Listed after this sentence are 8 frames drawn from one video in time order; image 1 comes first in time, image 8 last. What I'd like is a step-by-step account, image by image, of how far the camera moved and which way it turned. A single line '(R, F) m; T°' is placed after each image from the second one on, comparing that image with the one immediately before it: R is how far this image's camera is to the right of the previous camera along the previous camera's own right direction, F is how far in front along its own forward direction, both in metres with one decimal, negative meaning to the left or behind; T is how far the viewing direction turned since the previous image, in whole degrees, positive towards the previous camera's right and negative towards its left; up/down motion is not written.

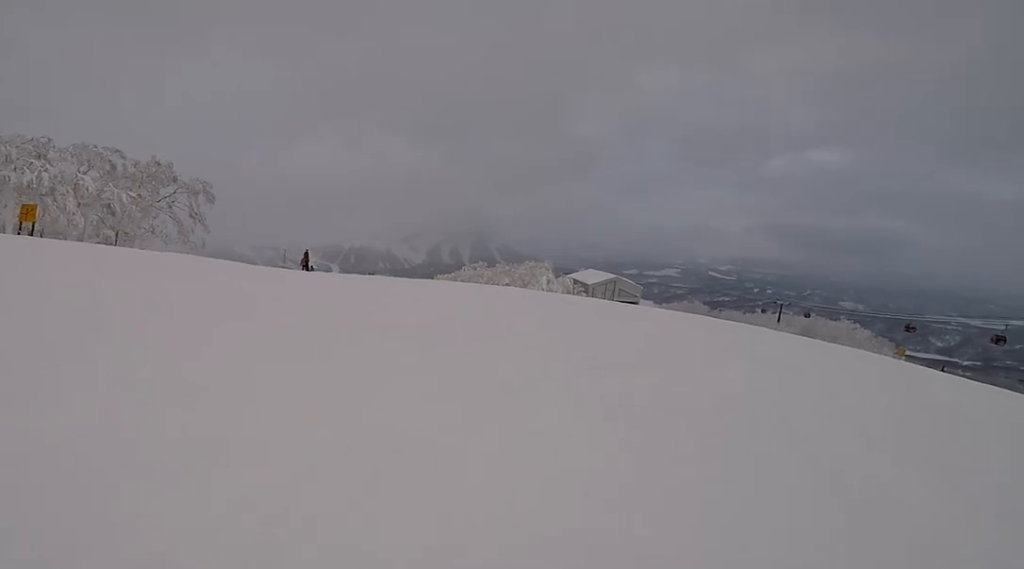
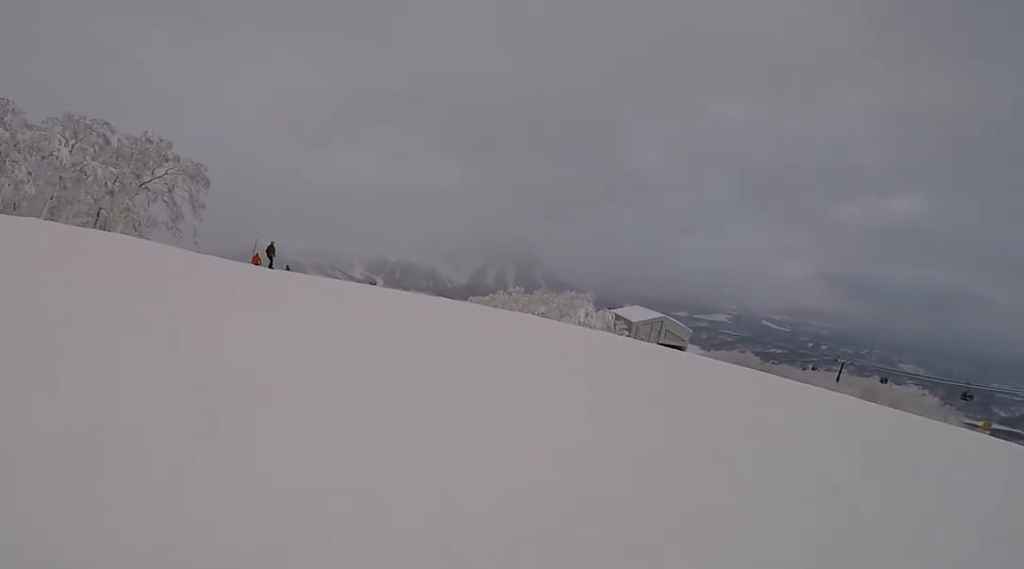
(+0.6, +8.0) m; +10°
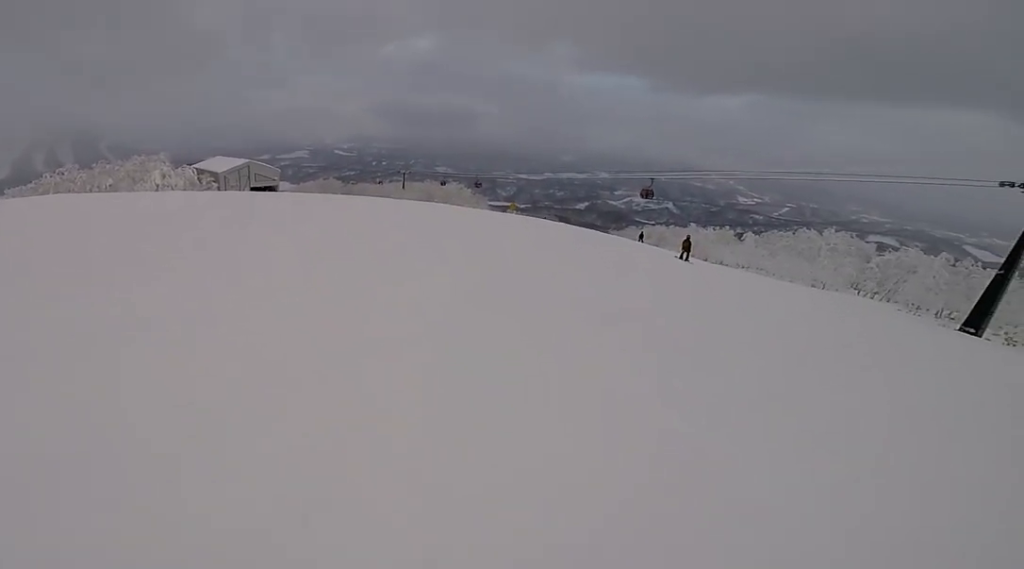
(+0.6, +6.6) m; +9°
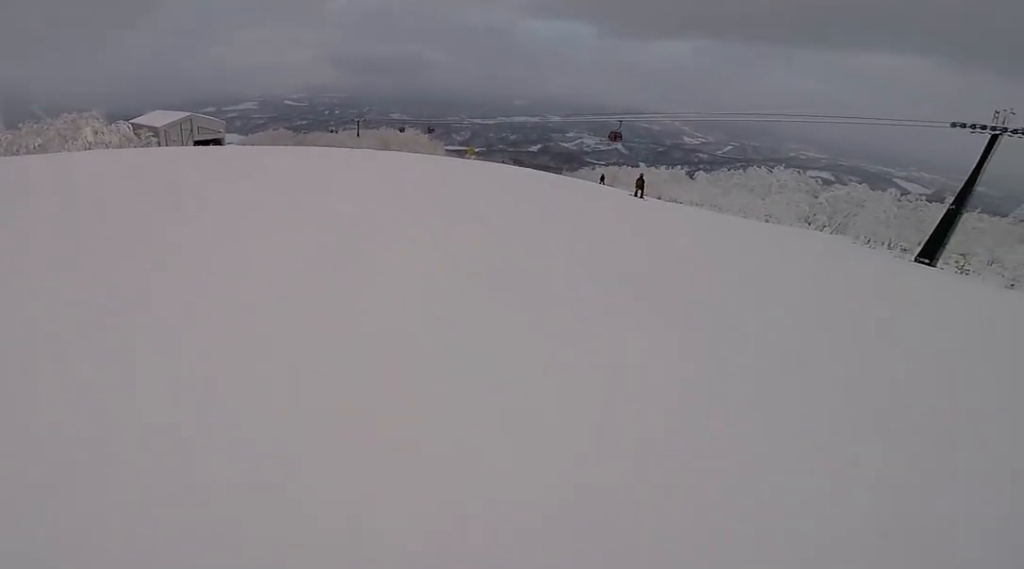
(+0.1, +2.1) m; 0°
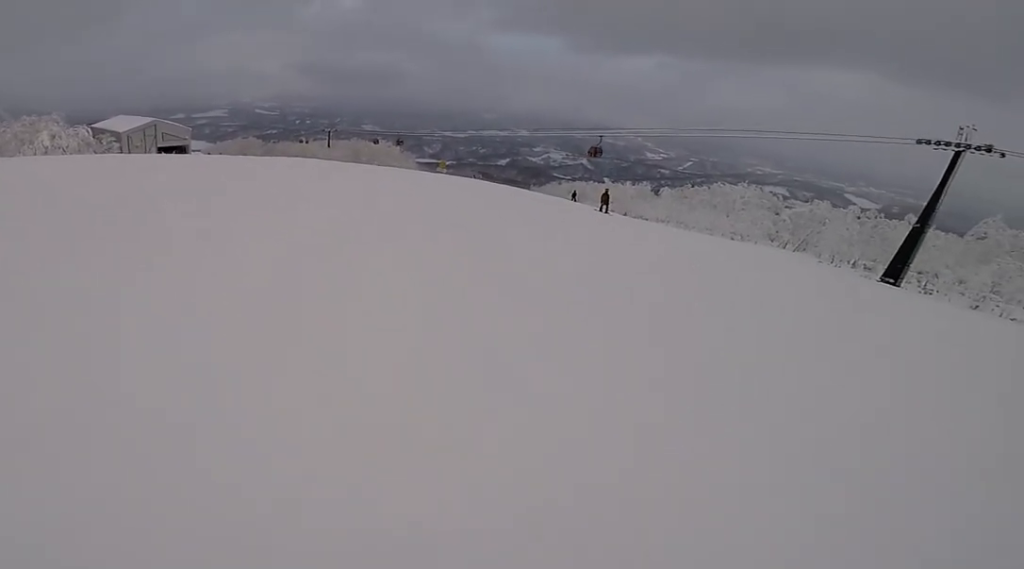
(0.0, +1.6) m; 0°
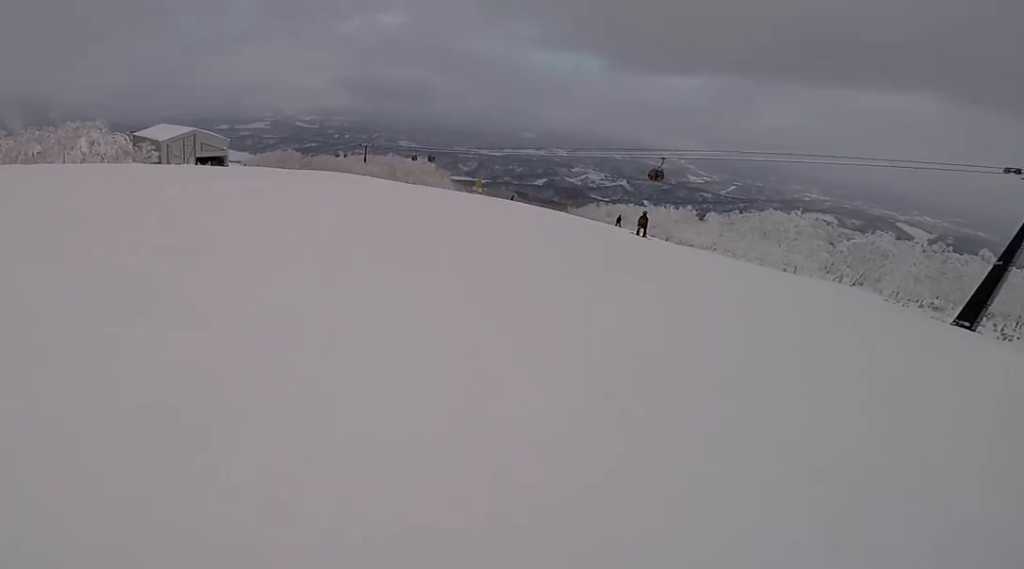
(-0.1, +2.1) m; -1°
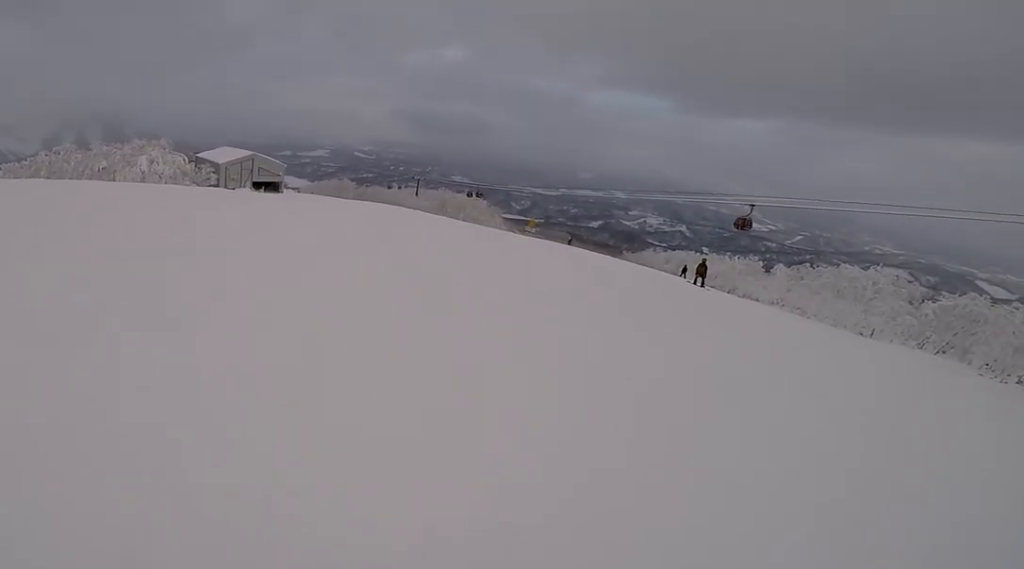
(0.0, +2.1) m; -2°
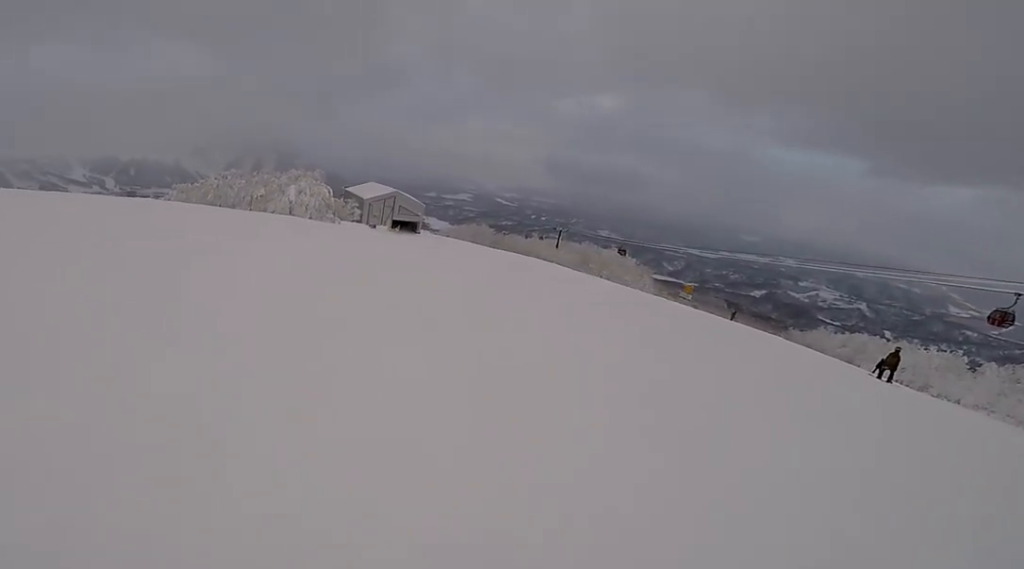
(0.0, +3.1) m; -4°
